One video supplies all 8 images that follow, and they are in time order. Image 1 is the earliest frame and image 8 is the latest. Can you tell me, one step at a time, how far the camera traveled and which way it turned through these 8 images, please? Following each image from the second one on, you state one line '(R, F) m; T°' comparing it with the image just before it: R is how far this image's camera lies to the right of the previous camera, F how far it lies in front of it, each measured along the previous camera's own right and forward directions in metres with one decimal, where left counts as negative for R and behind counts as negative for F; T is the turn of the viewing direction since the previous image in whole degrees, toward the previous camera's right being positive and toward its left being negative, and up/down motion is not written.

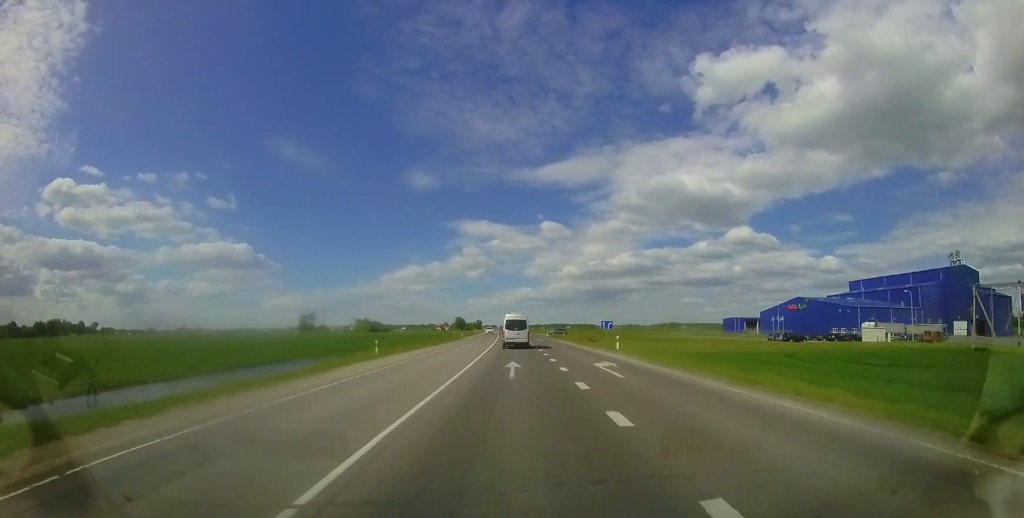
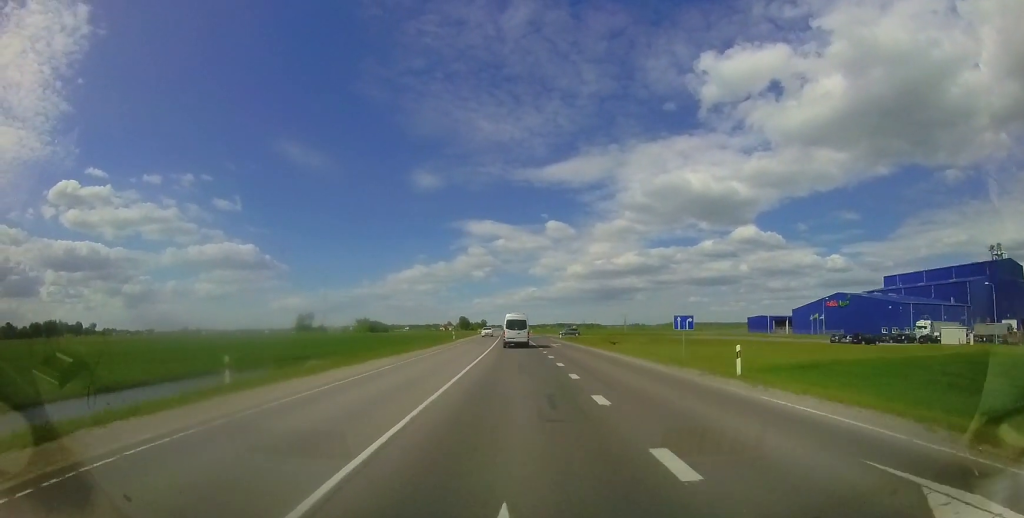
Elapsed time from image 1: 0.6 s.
(0.0, +13.6) m; -1°
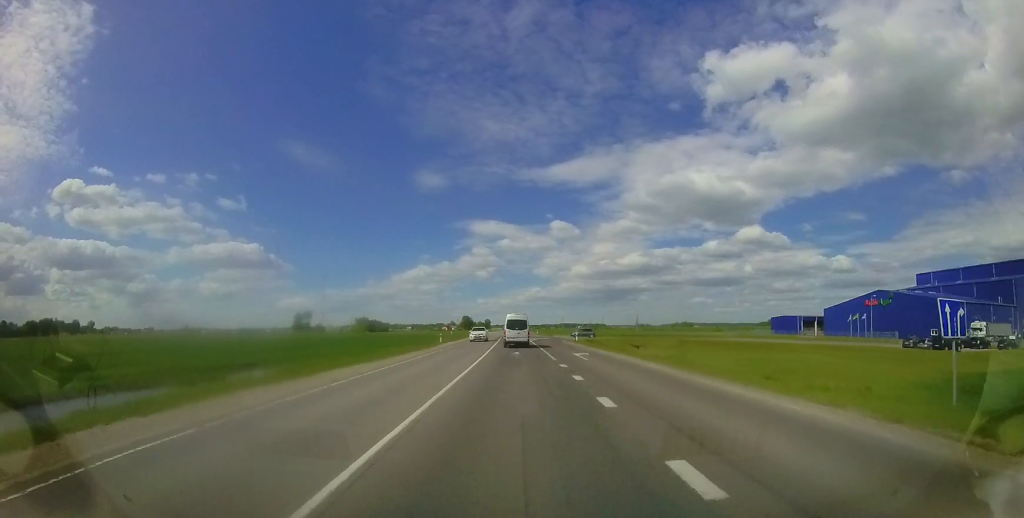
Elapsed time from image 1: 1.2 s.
(-0.1, +12.2) m; -1°
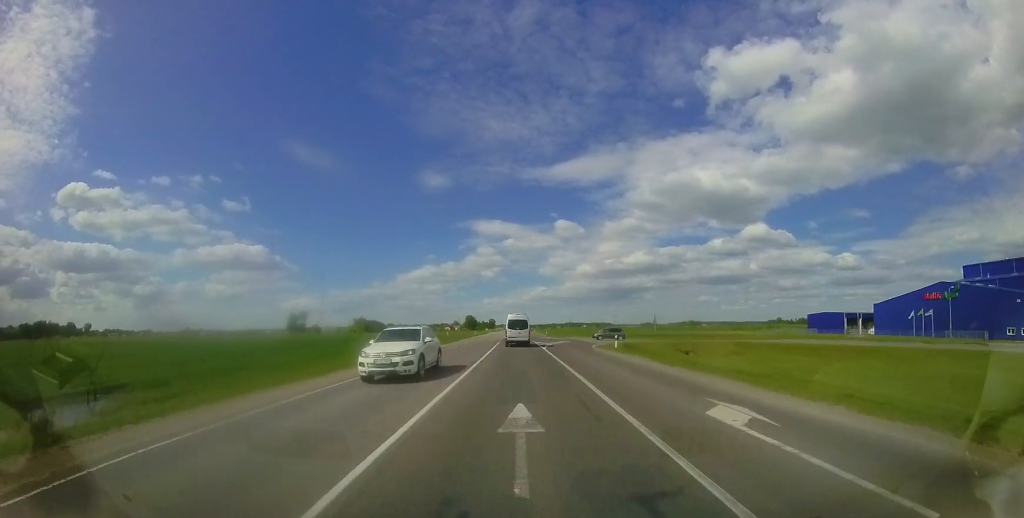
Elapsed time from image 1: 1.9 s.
(-0.2, +16.2) m; -1°
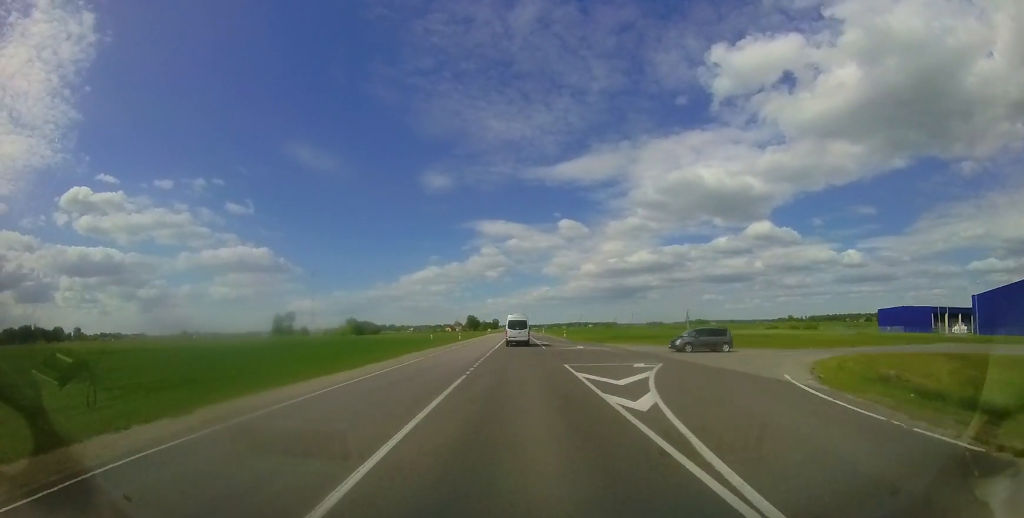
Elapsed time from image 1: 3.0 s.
(-0.3, +25.7) m; 0°
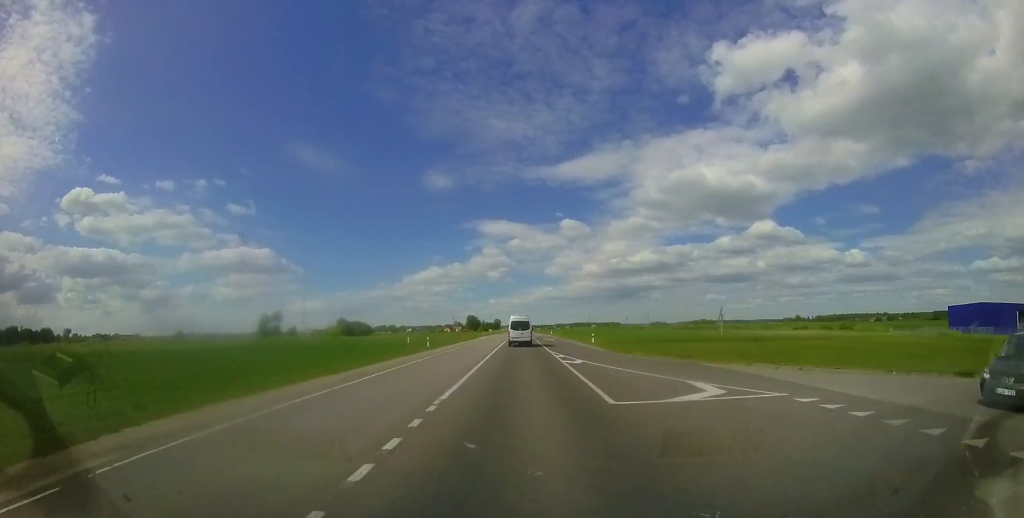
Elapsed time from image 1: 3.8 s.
(+0.1, +20.5) m; 0°
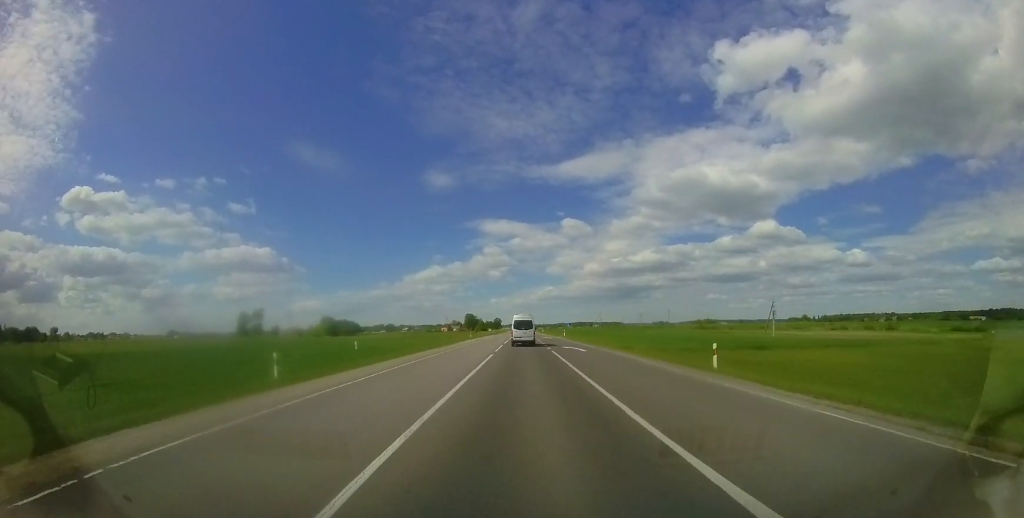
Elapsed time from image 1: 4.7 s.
(-0.2, +23.4) m; 0°
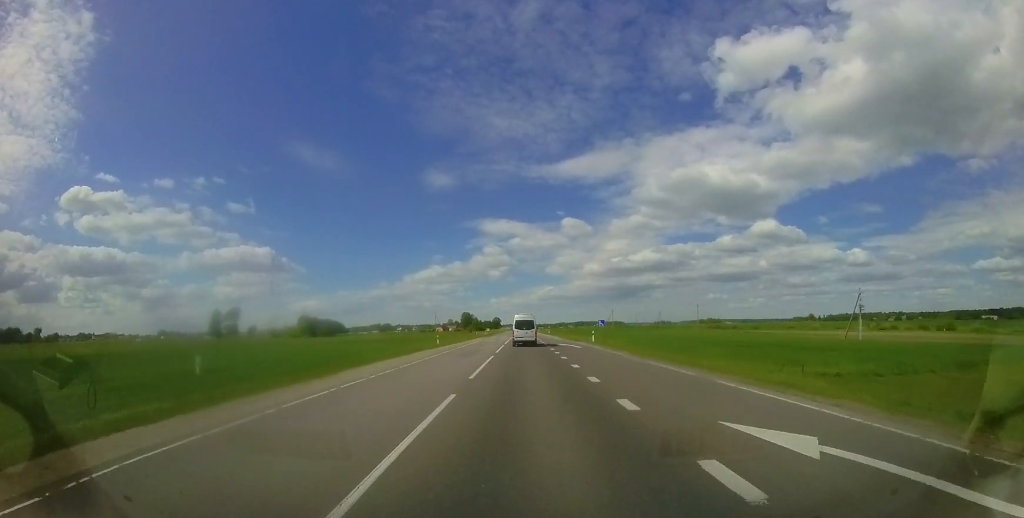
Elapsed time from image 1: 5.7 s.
(0.0, +24.9) m; 0°
